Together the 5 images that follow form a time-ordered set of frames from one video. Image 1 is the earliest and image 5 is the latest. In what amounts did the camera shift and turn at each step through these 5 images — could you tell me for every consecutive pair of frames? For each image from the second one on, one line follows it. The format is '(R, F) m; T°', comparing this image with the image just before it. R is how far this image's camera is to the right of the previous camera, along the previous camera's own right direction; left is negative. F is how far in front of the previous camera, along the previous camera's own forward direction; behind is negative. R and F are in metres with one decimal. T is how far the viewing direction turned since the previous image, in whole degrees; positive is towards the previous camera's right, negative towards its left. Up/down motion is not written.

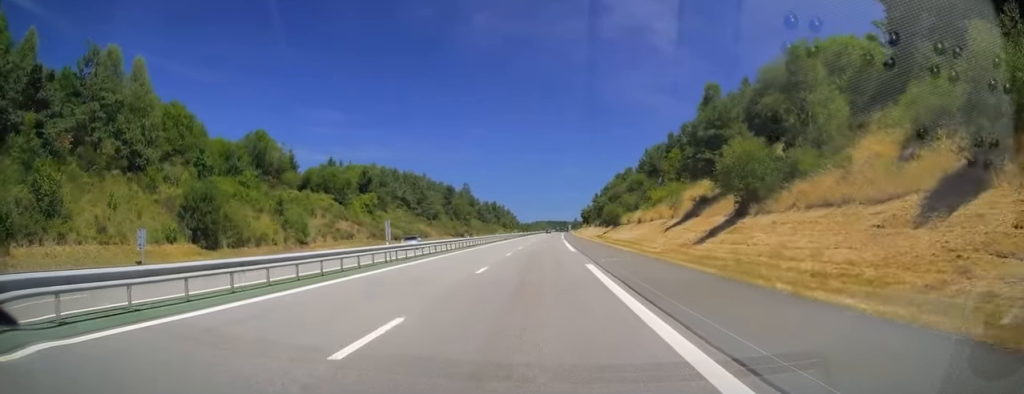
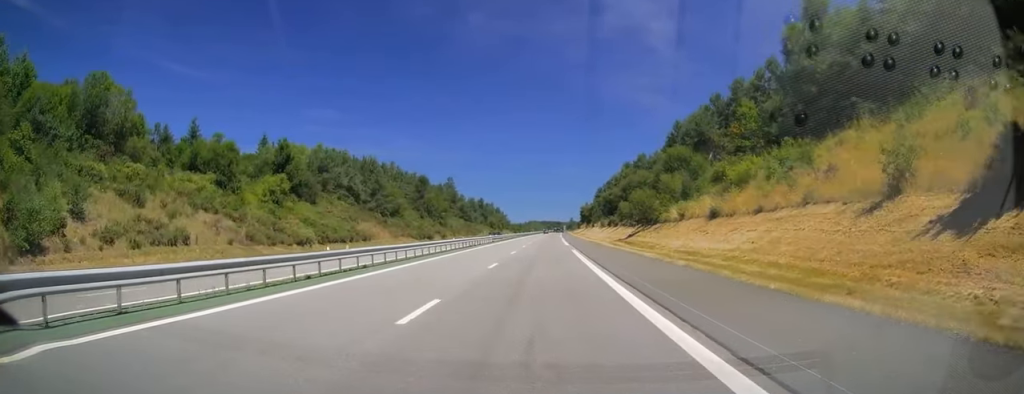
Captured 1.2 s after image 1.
(0.0, +36.2) m; 0°
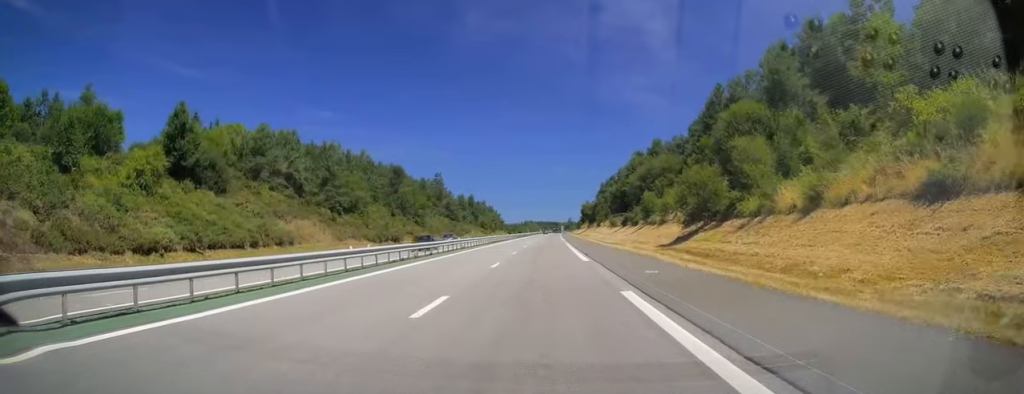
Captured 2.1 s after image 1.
(+0.1, +25.5) m; +1°
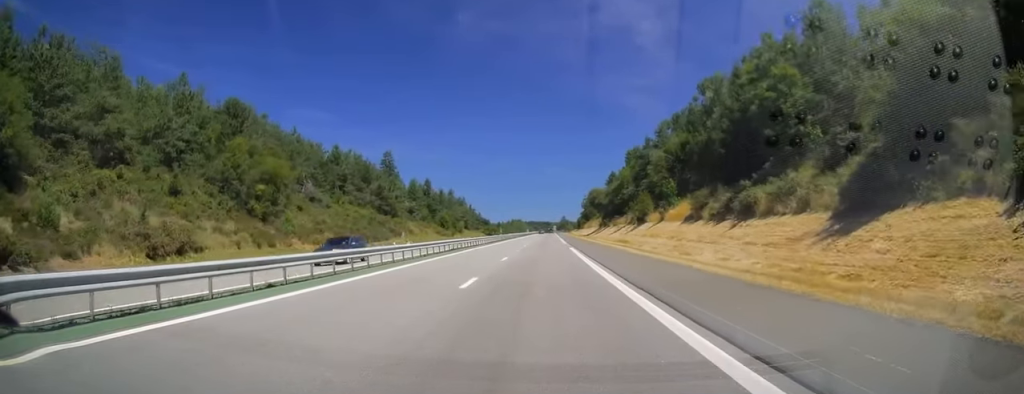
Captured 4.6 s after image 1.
(+0.5, +73.3) m; +1°
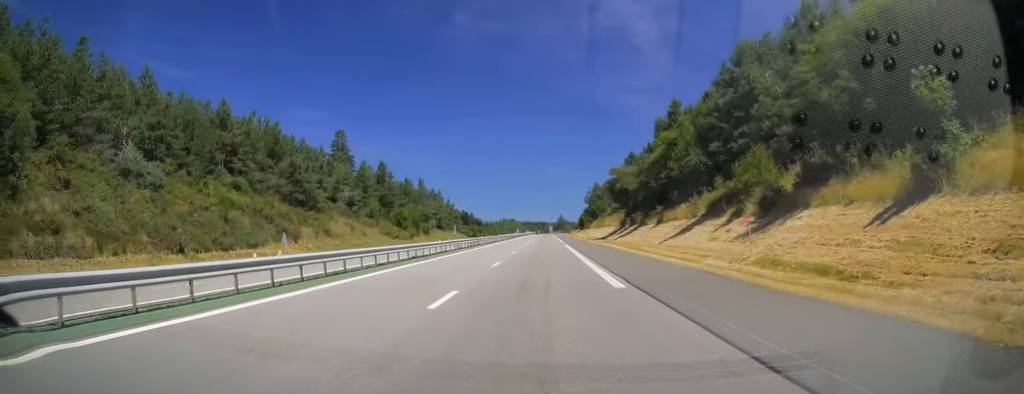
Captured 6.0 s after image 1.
(+0.2, +42.8) m; 0°
